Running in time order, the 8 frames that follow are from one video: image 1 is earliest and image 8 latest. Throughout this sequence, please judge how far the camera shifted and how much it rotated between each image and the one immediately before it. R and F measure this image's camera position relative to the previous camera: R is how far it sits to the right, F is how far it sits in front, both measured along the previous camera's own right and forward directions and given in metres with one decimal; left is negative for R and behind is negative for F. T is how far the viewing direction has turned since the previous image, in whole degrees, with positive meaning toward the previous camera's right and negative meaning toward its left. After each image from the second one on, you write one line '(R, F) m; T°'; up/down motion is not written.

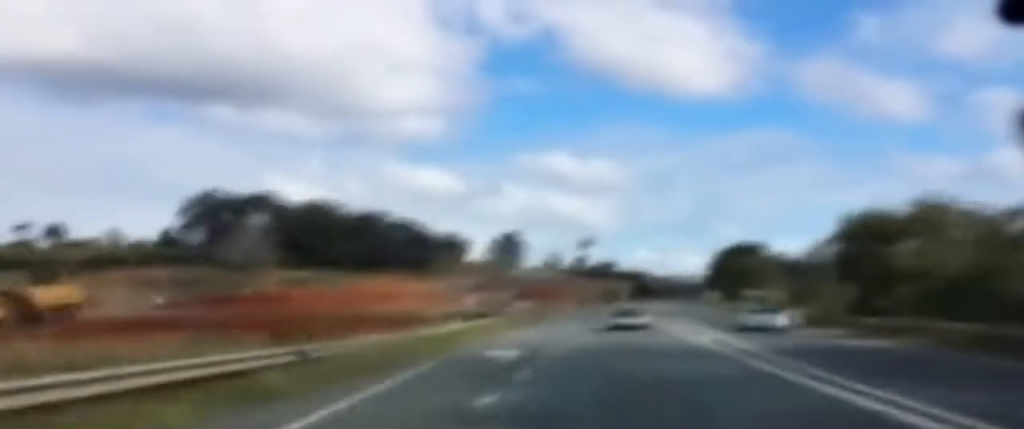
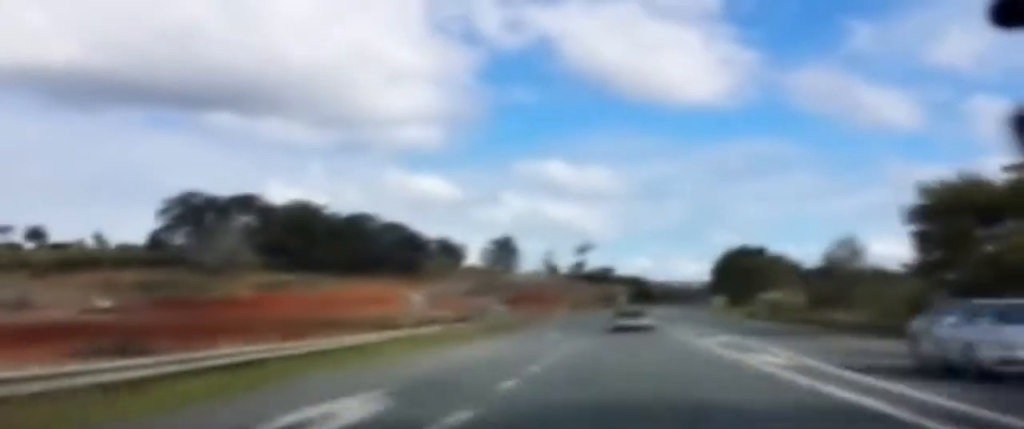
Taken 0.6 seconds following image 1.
(0.0, +13.7) m; 0°
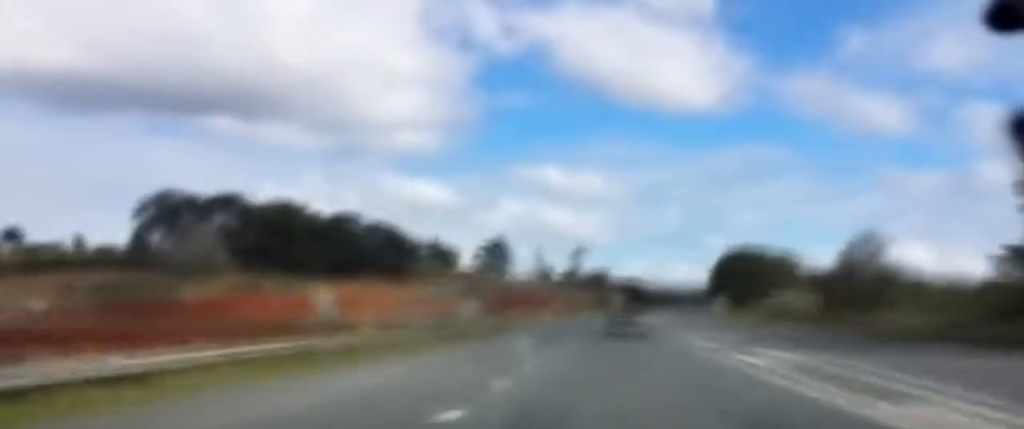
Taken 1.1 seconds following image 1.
(0.0, +11.3) m; 0°
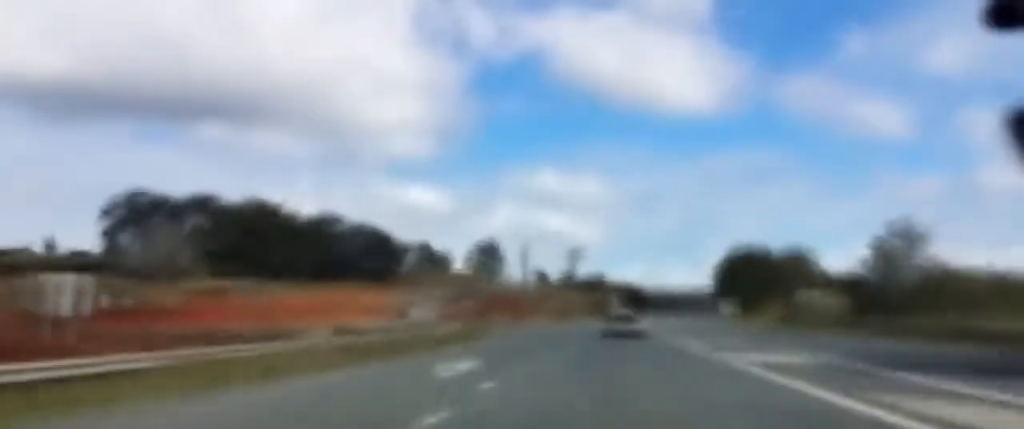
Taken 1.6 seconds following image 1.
(0.0, +12.0) m; +1°
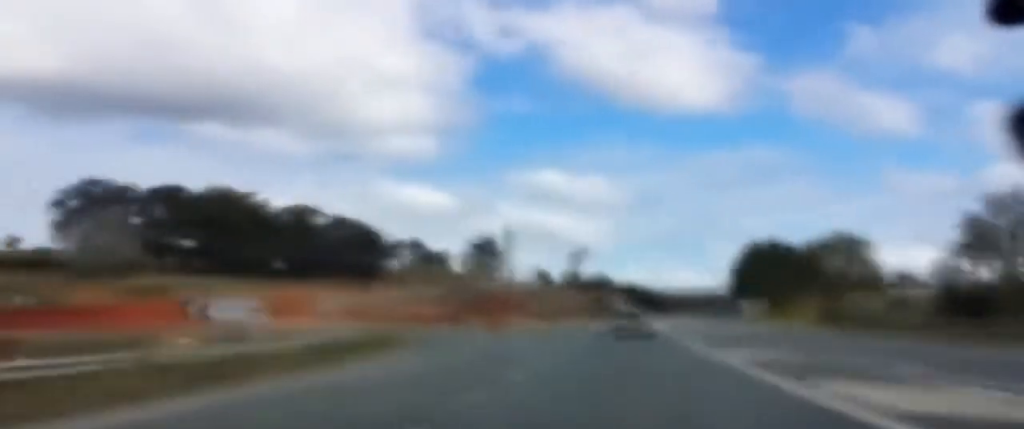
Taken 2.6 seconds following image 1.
(+0.3, +20.8) m; +1°
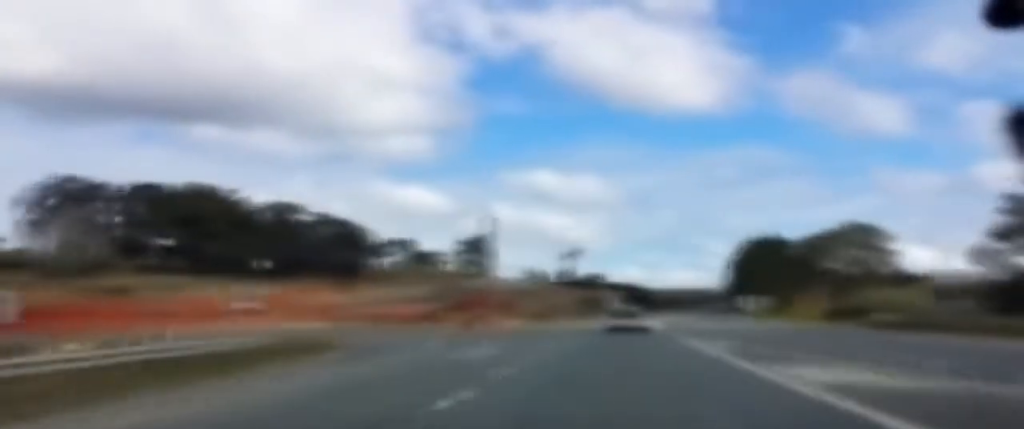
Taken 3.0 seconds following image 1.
(+0.1, +8.9) m; 0°
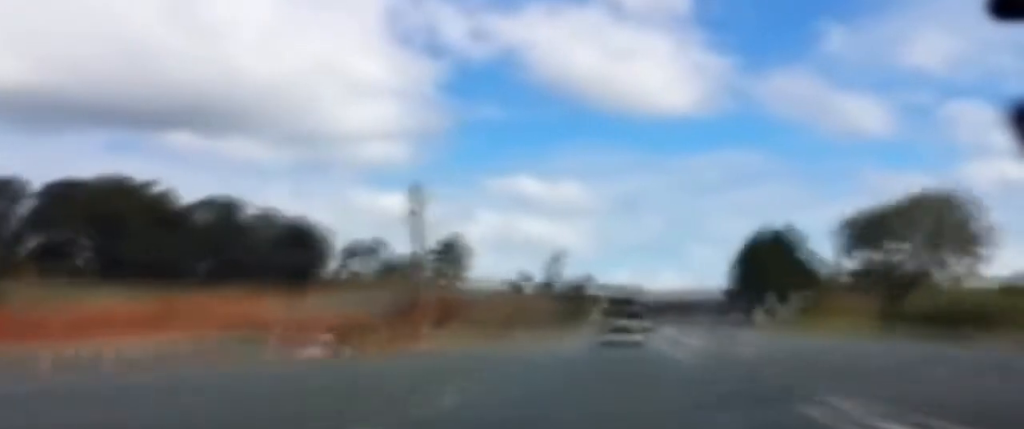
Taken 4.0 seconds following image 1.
(+0.1, +22.7) m; 0°
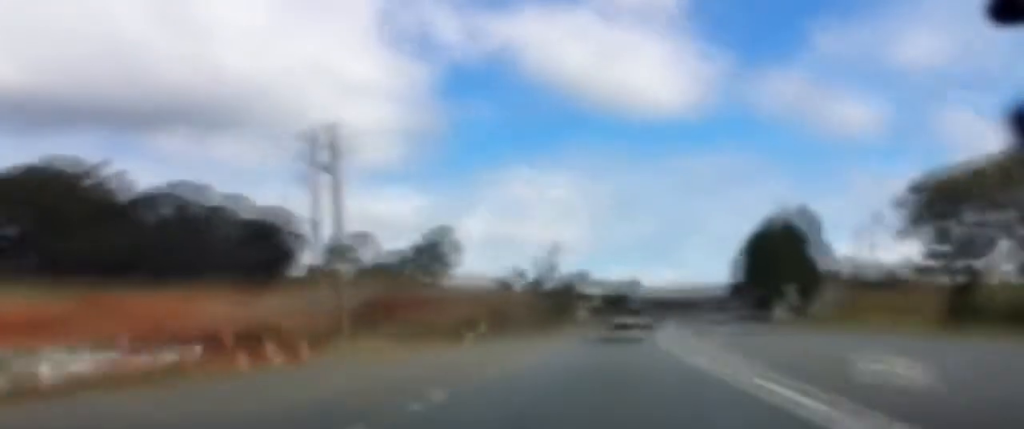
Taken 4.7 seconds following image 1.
(0.0, +16.1) m; +1°
